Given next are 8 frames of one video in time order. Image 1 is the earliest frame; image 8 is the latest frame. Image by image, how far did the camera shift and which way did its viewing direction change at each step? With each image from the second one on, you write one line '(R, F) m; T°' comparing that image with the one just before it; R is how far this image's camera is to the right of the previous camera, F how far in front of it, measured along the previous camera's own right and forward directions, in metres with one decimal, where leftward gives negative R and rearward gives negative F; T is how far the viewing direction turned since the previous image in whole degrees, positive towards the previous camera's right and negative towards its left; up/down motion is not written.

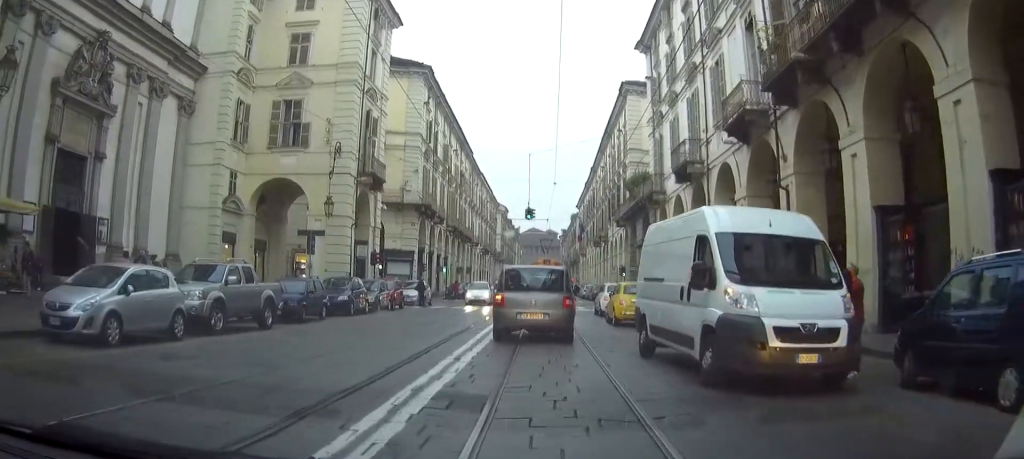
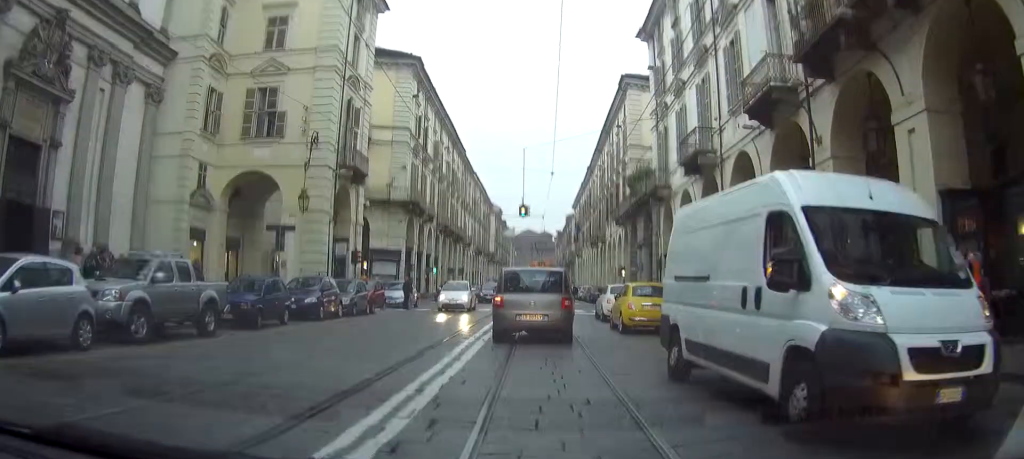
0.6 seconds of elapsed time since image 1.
(0.0, +3.2) m; 0°
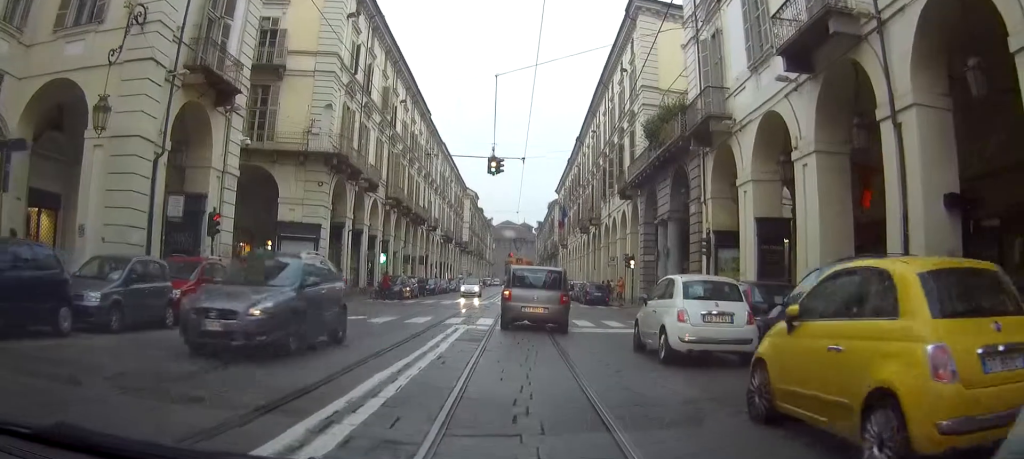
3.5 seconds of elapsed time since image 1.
(-0.2, +15.1) m; +2°
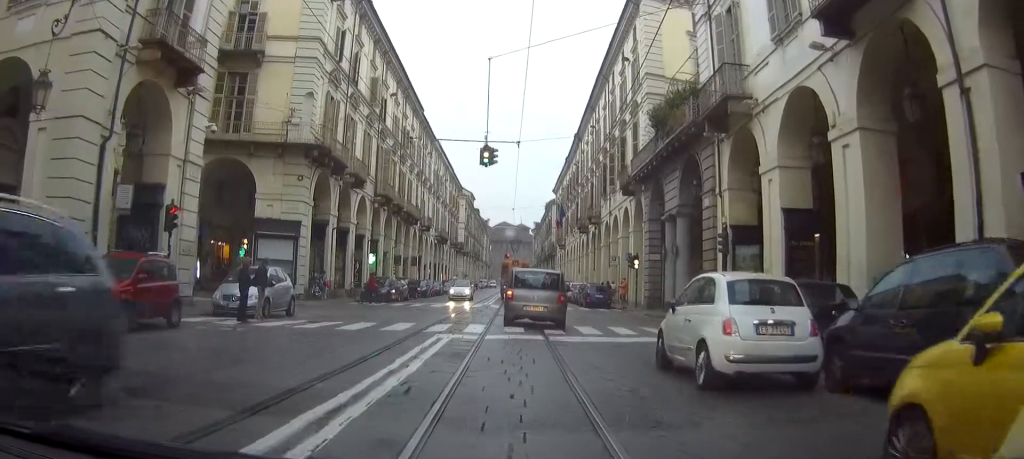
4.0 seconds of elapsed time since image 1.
(+0.1, +2.7) m; +1°
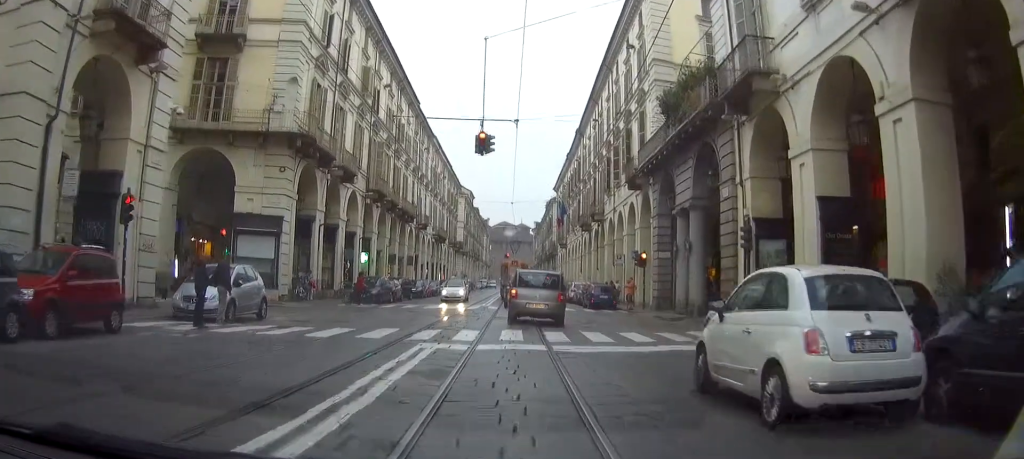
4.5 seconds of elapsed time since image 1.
(0.0, +2.4) m; 0°
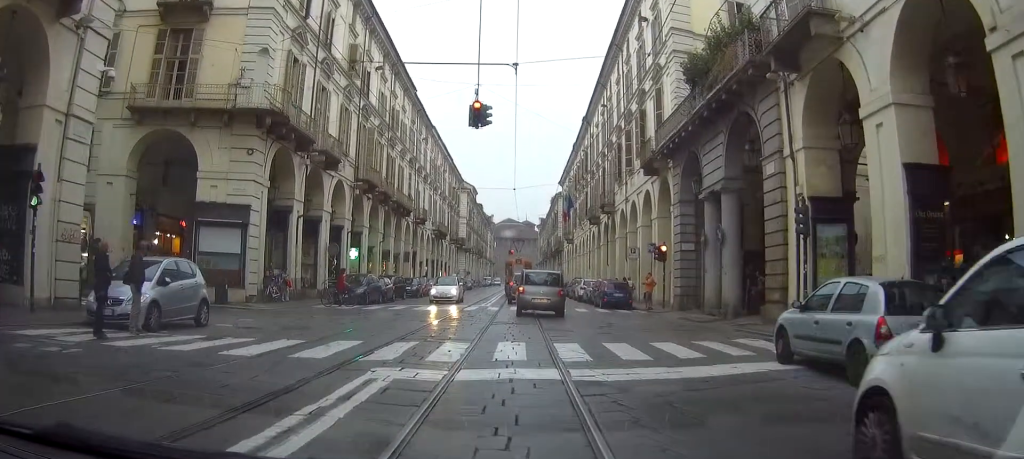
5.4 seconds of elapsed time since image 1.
(-0.1, +3.9) m; -1°
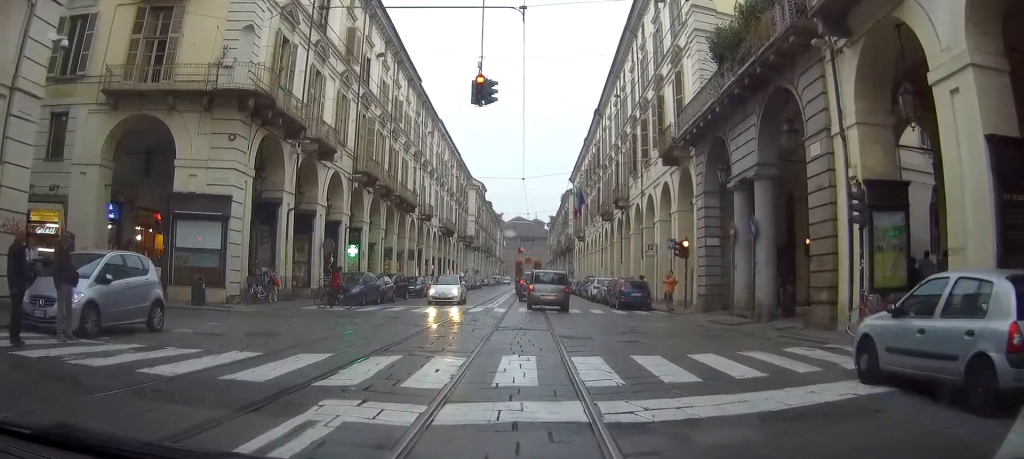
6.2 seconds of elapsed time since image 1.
(0.0, +2.4) m; -2°
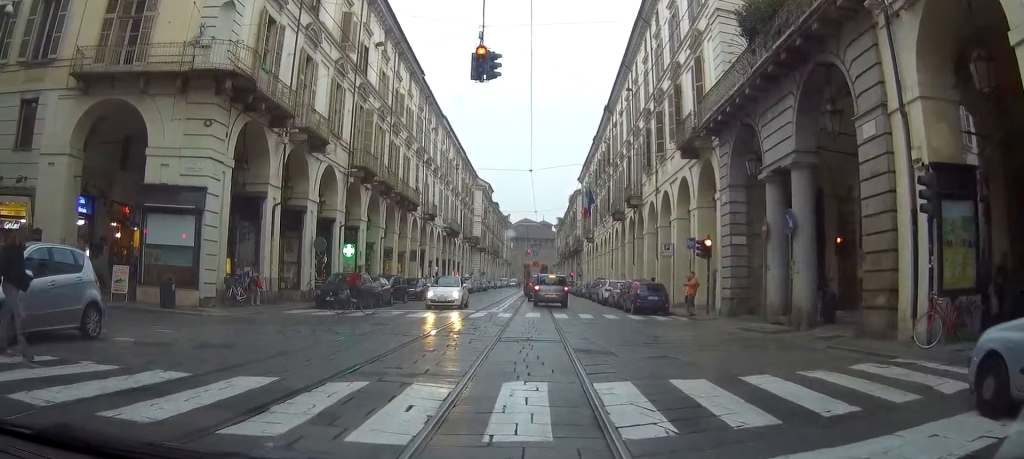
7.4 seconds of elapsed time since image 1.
(-0.1, +2.2) m; 0°
